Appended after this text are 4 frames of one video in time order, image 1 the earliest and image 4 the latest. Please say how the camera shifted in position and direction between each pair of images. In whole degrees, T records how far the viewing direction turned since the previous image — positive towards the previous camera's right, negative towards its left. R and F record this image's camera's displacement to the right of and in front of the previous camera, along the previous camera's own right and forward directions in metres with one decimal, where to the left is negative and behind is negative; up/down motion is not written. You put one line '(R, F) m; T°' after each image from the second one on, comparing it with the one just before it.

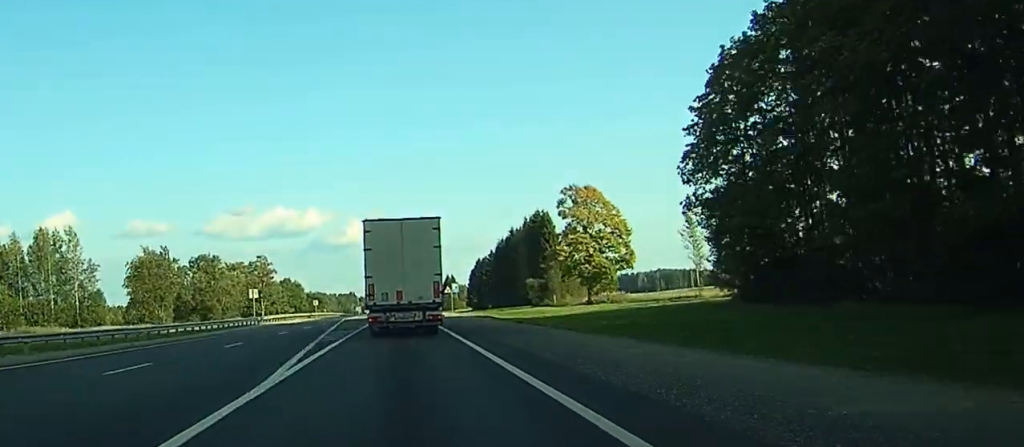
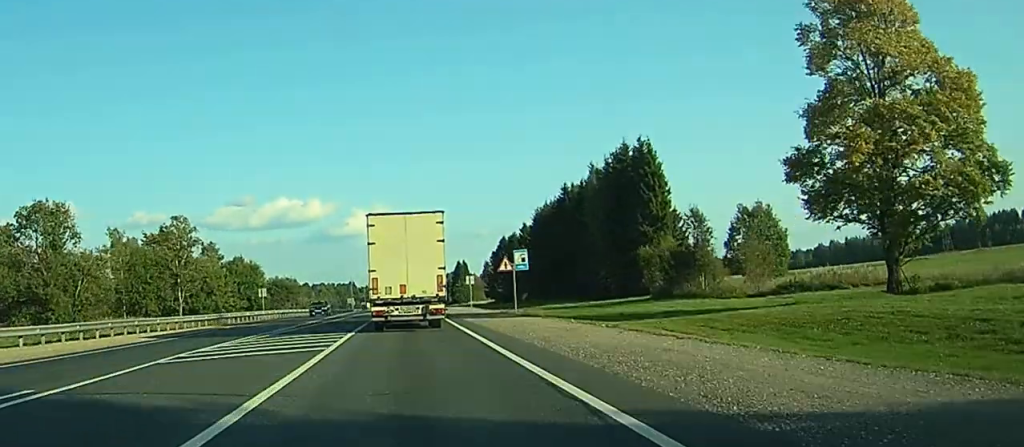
(+5.6, +68.6) m; +4°
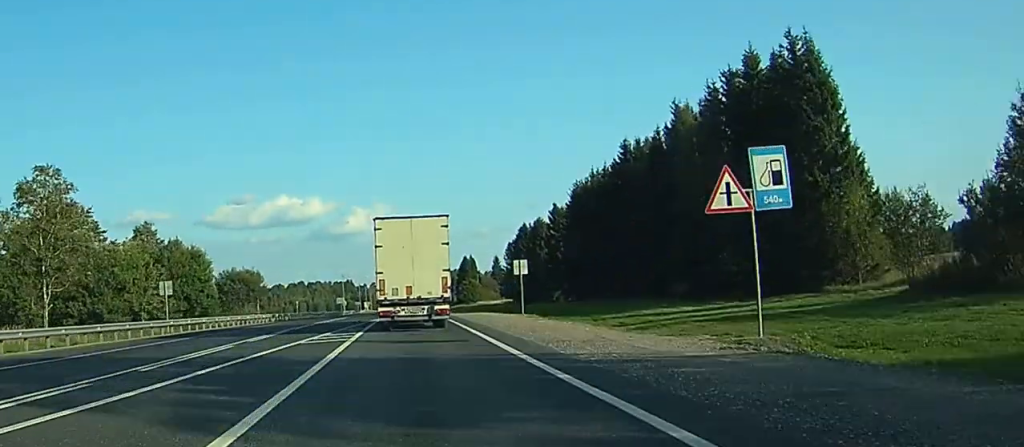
(+0.3, +41.4) m; 0°
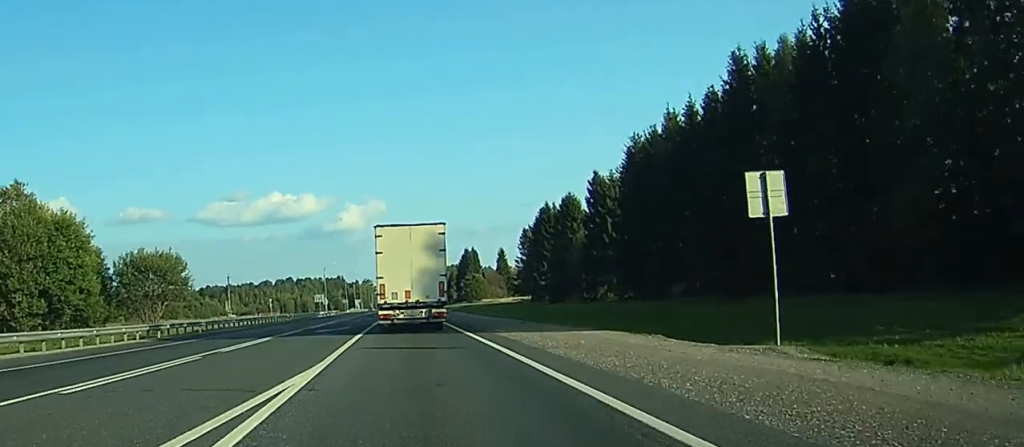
(0.0, +39.5) m; 0°
